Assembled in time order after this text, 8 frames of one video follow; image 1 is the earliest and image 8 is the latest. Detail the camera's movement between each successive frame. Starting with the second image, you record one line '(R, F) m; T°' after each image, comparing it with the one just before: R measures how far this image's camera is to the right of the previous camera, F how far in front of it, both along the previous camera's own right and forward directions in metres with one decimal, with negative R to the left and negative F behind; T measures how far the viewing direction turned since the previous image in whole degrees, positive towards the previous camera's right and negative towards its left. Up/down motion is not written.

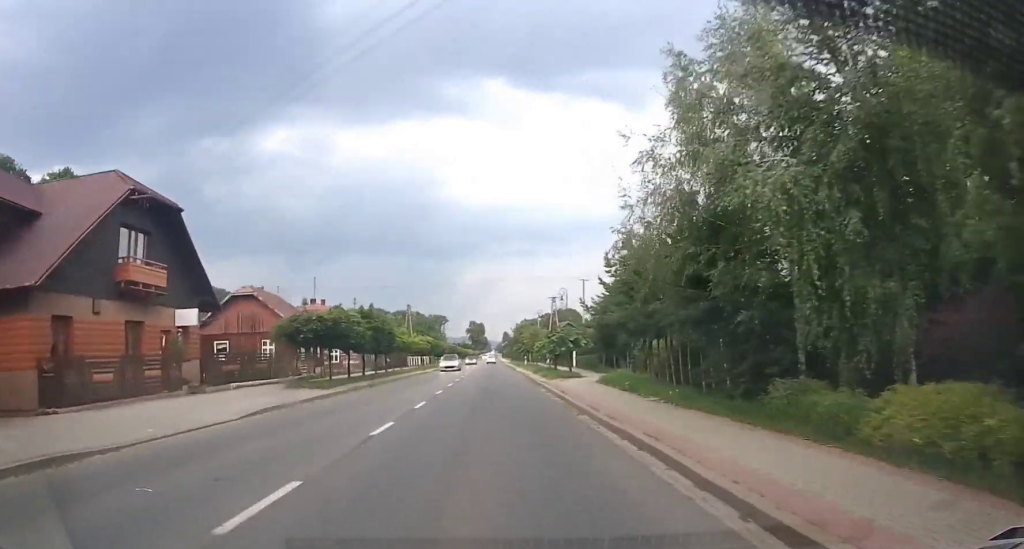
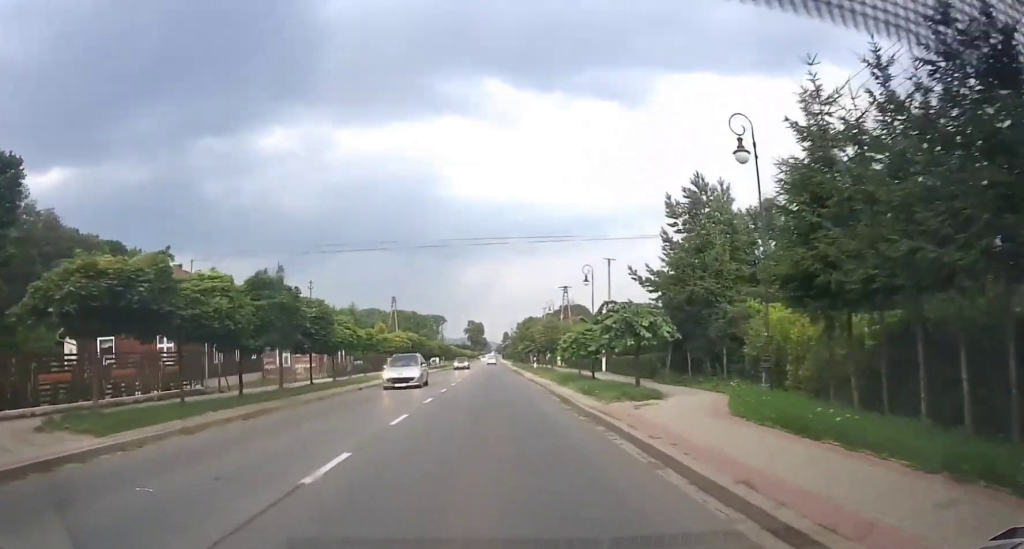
(+0.1, +16.9) m; 0°
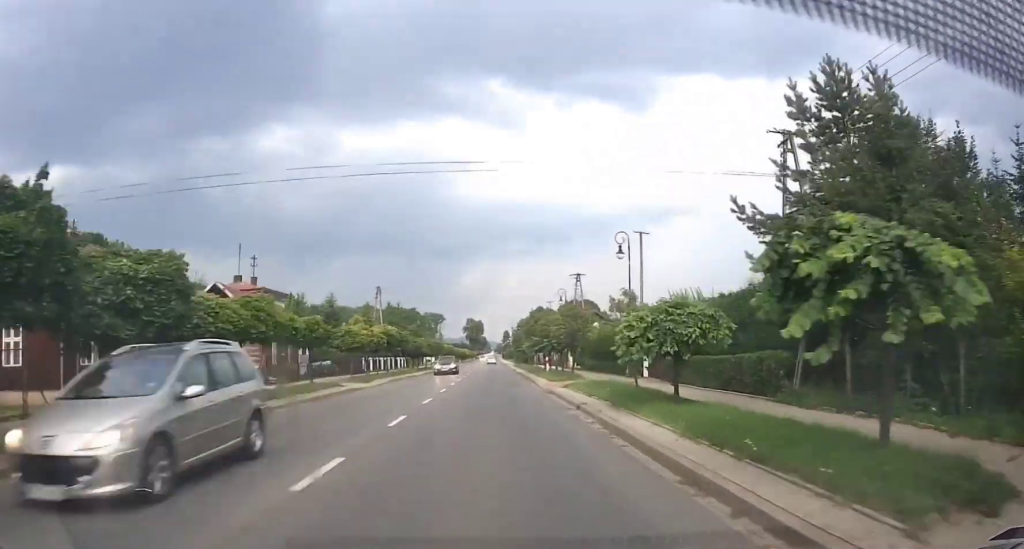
(-0.1, +13.0) m; 0°
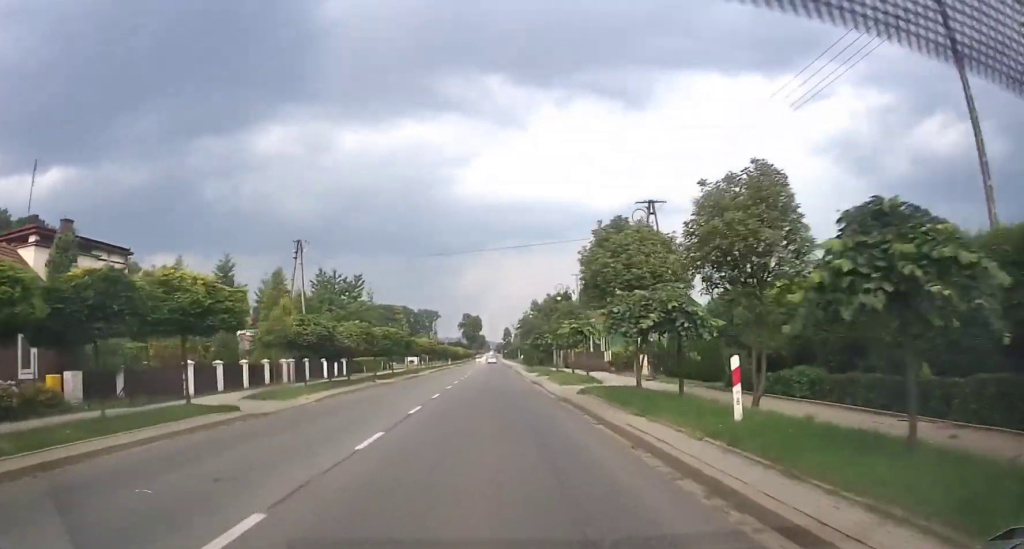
(+0.1, +34.8) m; 0°
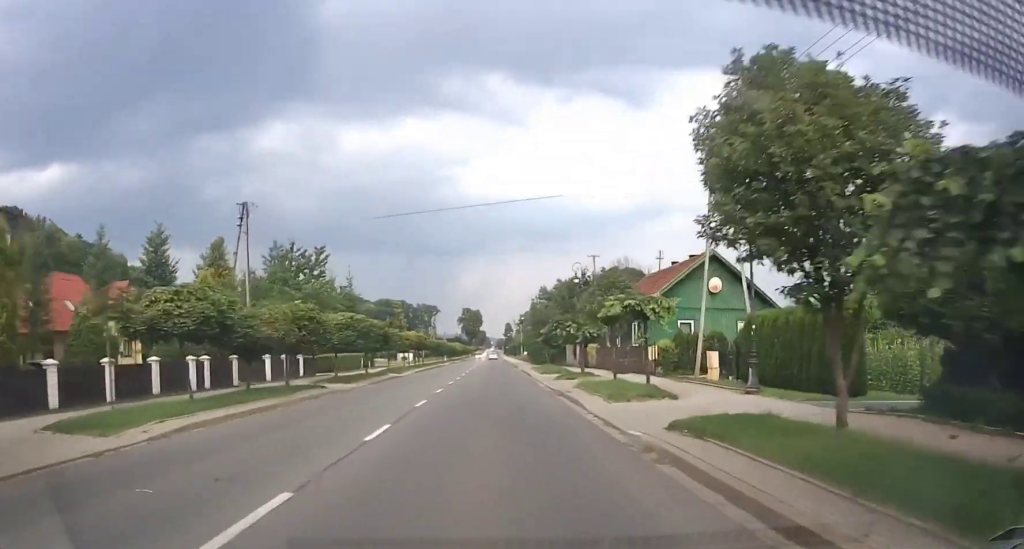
(0.0, +11.6) m; 0°
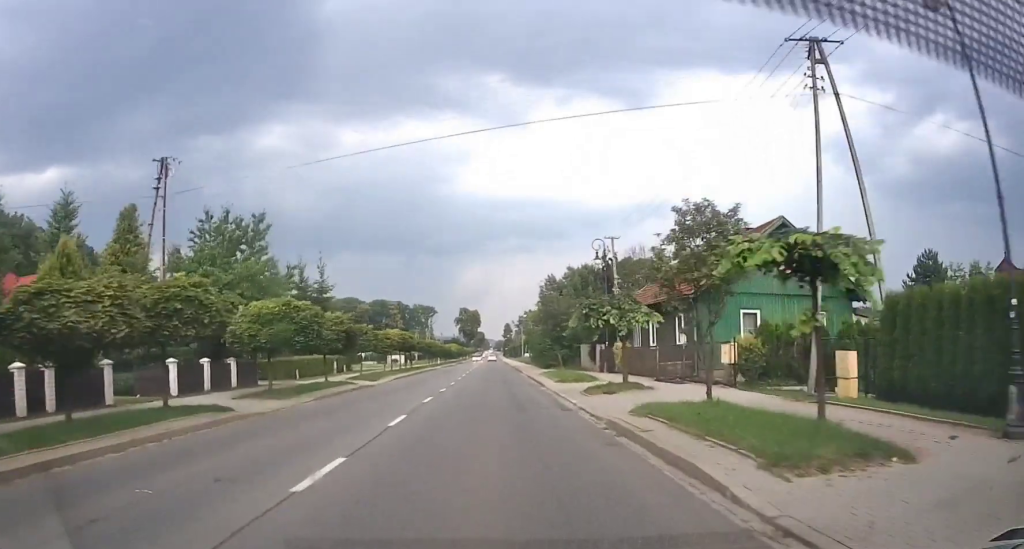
(0.0, +10.5) m; 0°
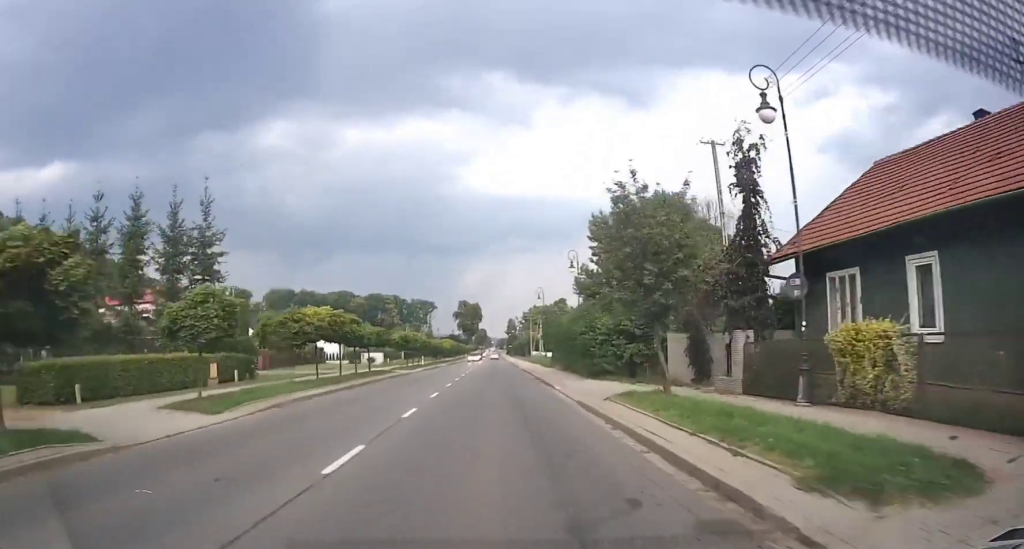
(+0.1, +24.6) m; 0°
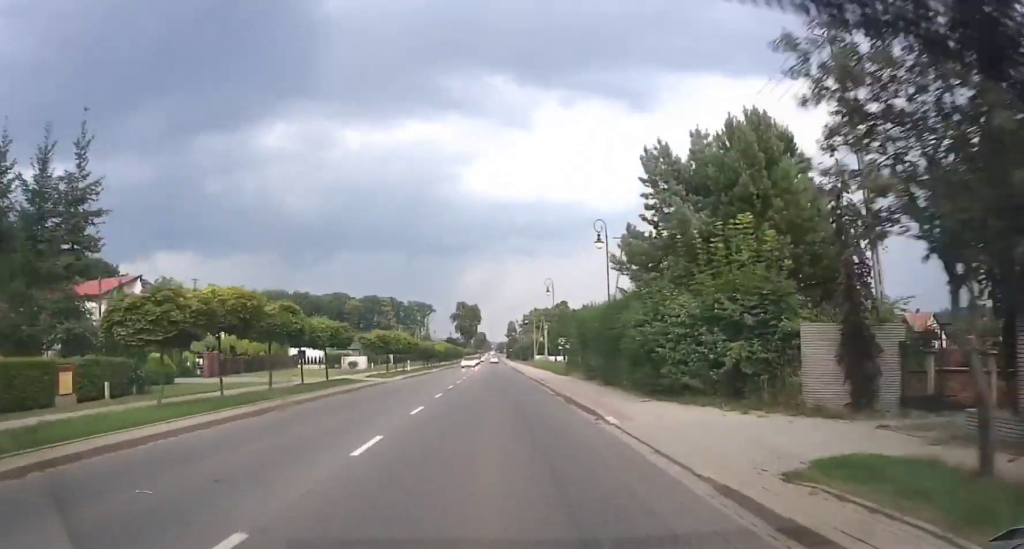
(0.0, +11.6) m; 0°
